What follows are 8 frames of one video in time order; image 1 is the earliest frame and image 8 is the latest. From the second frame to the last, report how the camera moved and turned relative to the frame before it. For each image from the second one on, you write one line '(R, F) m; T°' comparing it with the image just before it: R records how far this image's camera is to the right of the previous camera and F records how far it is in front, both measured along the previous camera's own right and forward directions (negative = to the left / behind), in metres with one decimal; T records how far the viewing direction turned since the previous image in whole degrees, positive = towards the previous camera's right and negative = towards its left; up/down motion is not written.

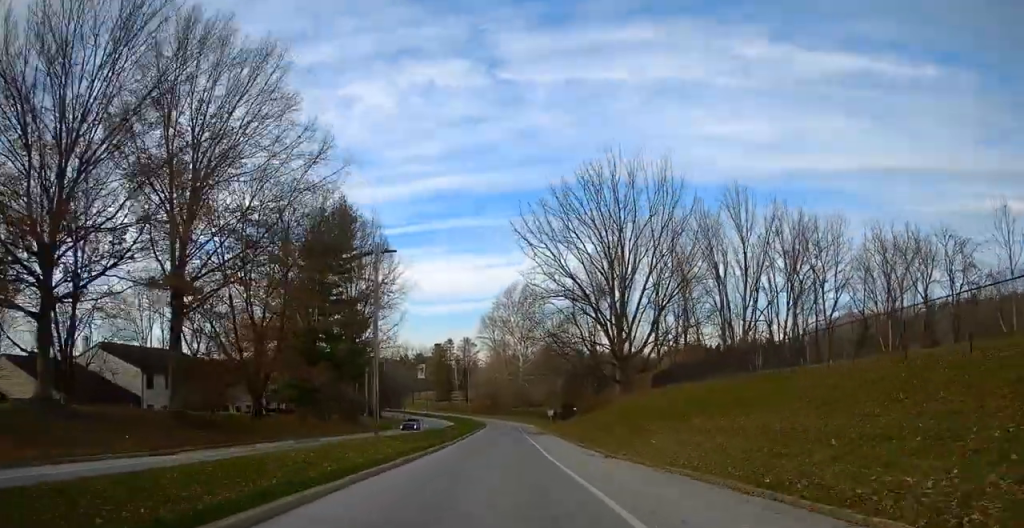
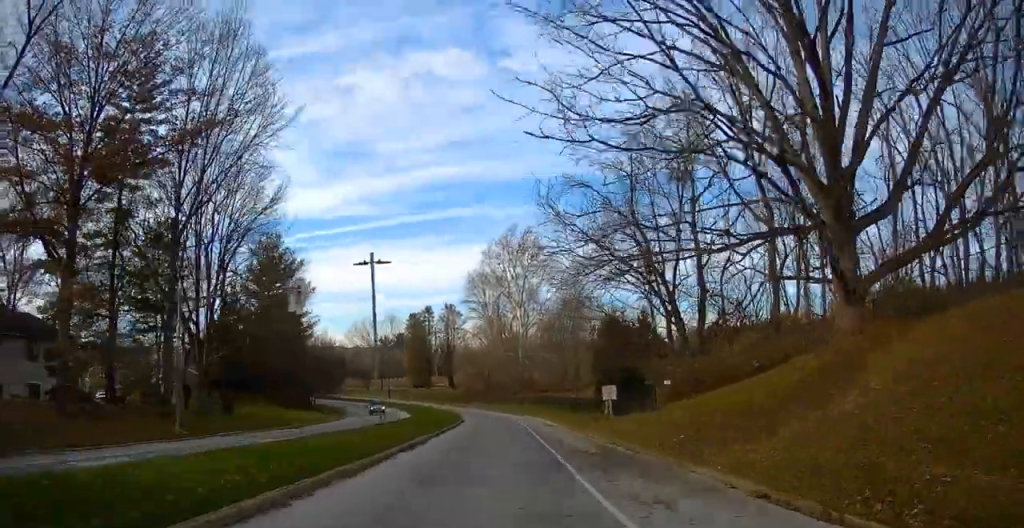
(+0.4, +43.9) m; +1°
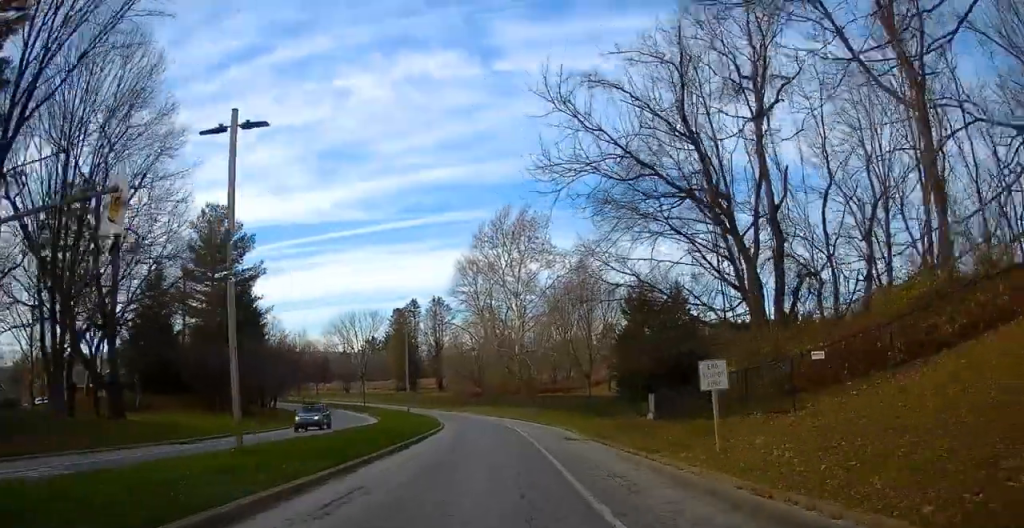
(-0.1, +15.5) m; +7°
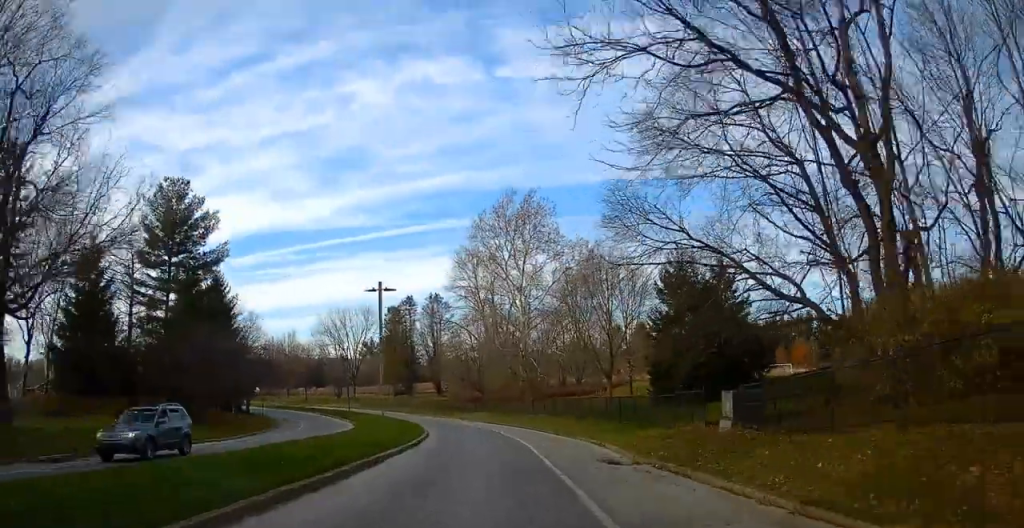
(+0.5, +10.0) m; +1°
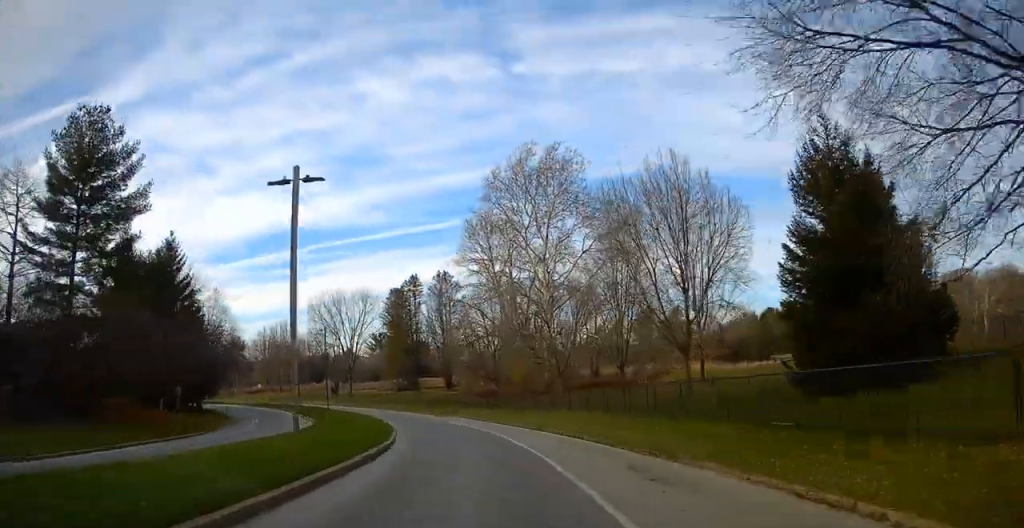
(-0.5, +15.6) m; -13°
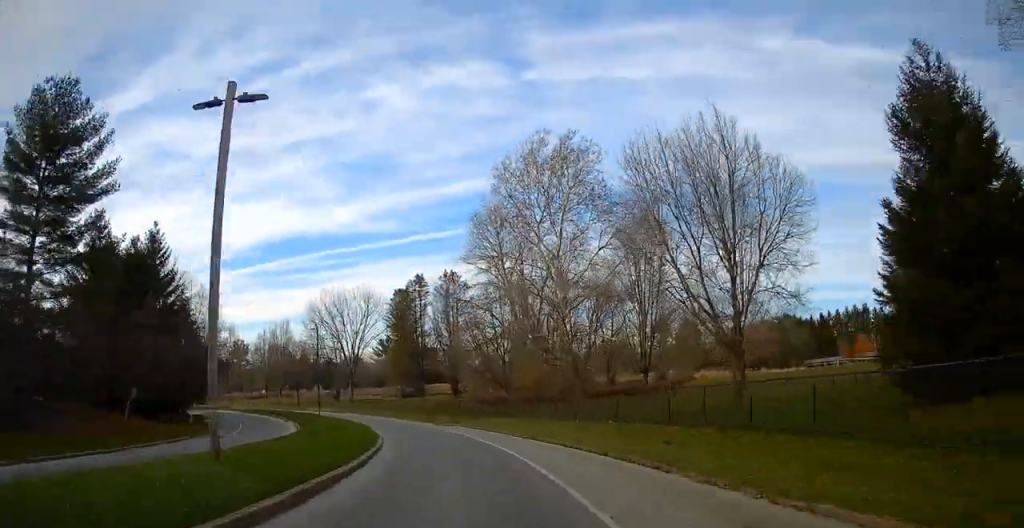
(-1.7, +6.1) m; -5°
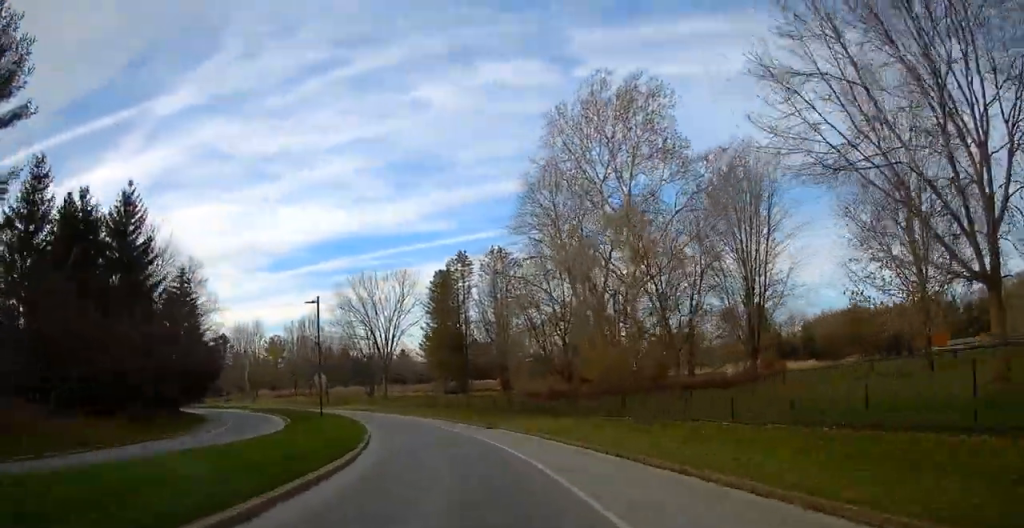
(+0.8, +14.7) m; +2°
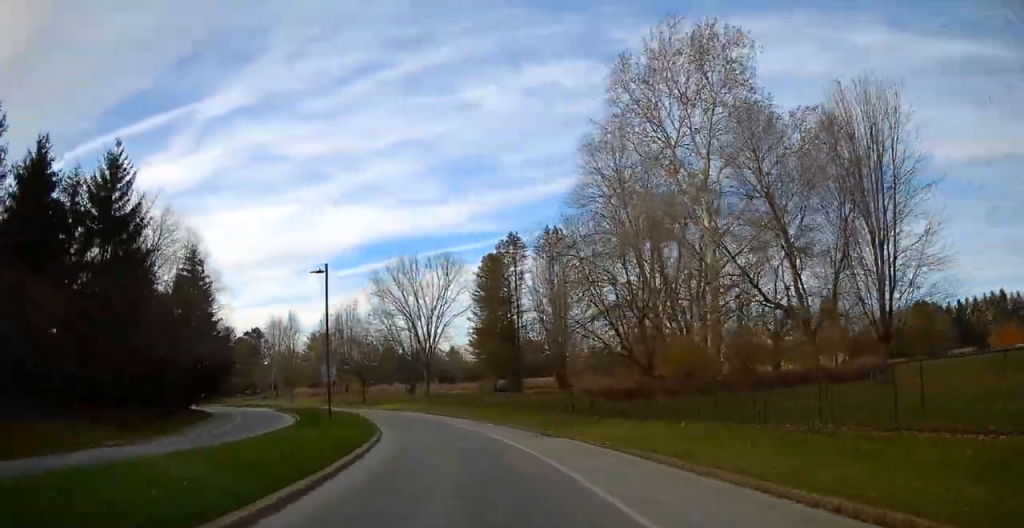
(-0.1, +10.1) m; -2°
